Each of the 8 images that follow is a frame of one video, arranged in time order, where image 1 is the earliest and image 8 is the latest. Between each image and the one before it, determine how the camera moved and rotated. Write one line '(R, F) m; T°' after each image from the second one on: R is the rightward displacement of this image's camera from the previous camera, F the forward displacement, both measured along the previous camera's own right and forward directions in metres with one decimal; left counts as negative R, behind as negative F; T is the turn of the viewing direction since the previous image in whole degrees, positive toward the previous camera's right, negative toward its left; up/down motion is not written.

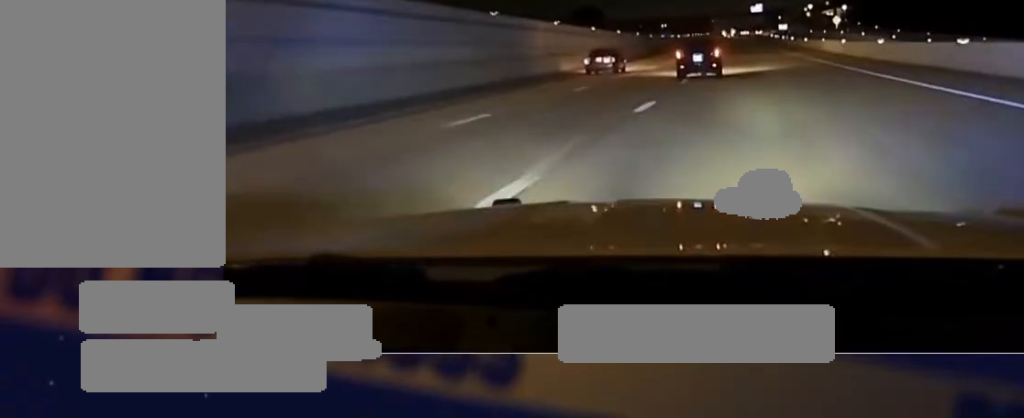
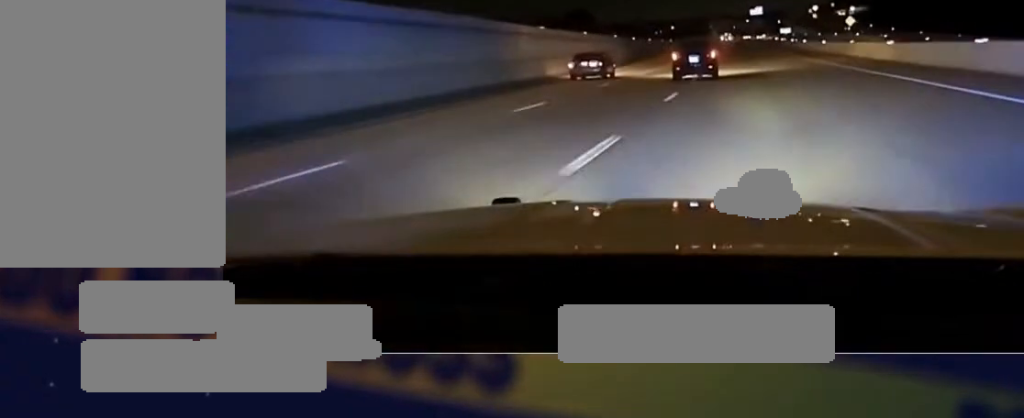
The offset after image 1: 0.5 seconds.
(+0.2, +21.8) m; 0°
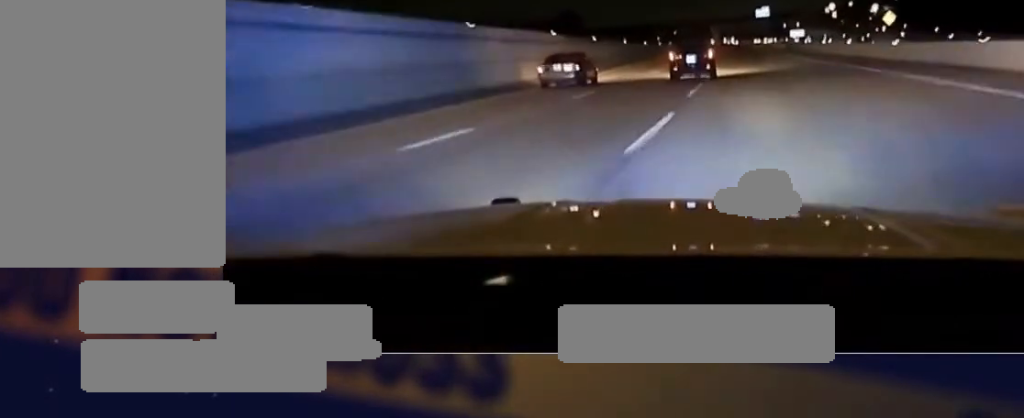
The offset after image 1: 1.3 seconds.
(0.0, +42.1) m; 0°
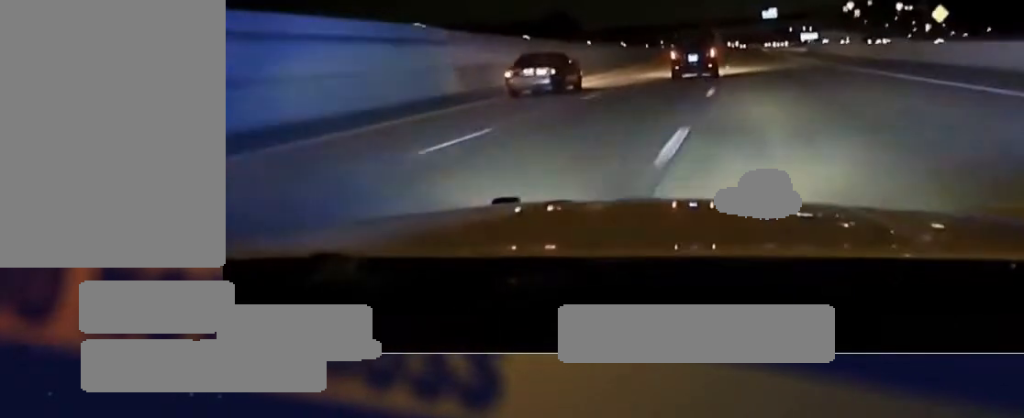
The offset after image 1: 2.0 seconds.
(-0.3, +32.4) m; 0°
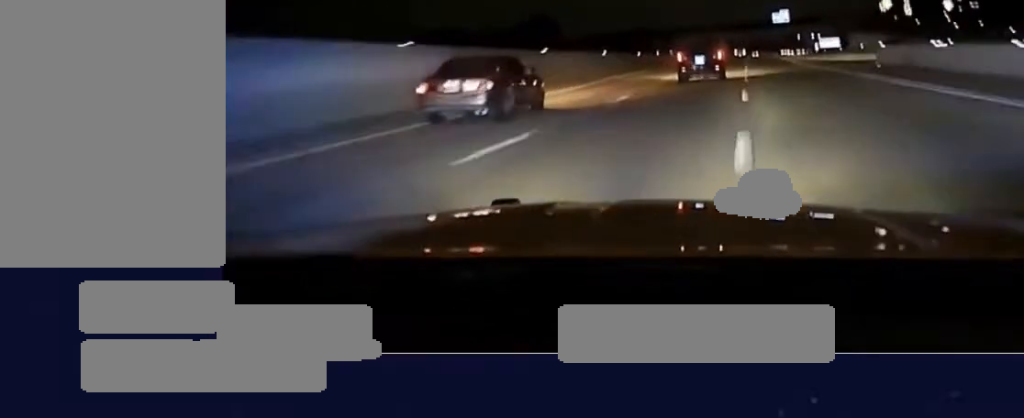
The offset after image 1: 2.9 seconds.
(+0.4, +41.0) m; 0°
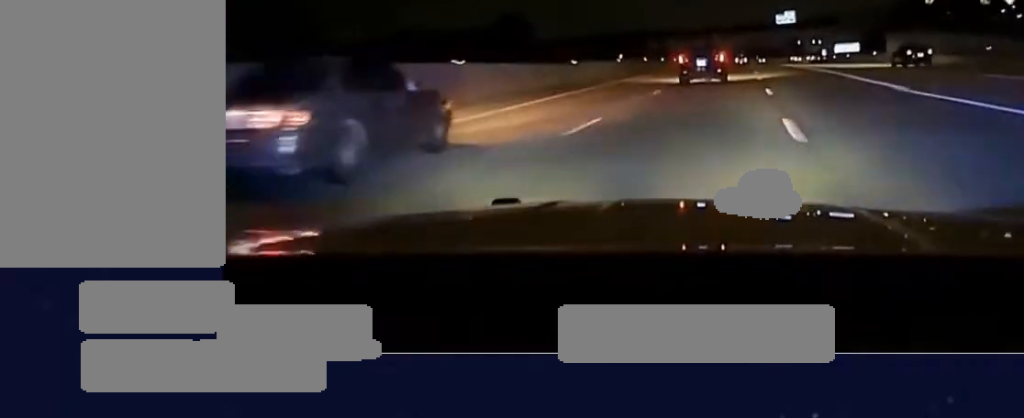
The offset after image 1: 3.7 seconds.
(-0.5, +33.1) m; 0°
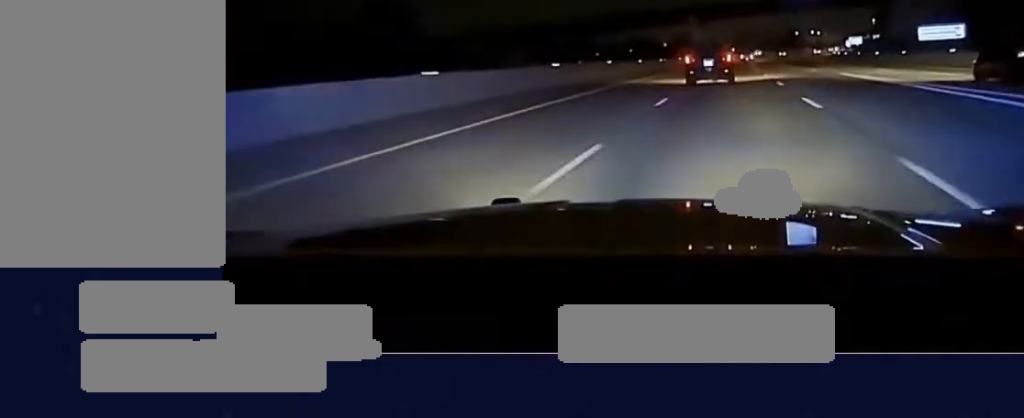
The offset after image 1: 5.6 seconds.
(+0.7, +58.5) m; +1°
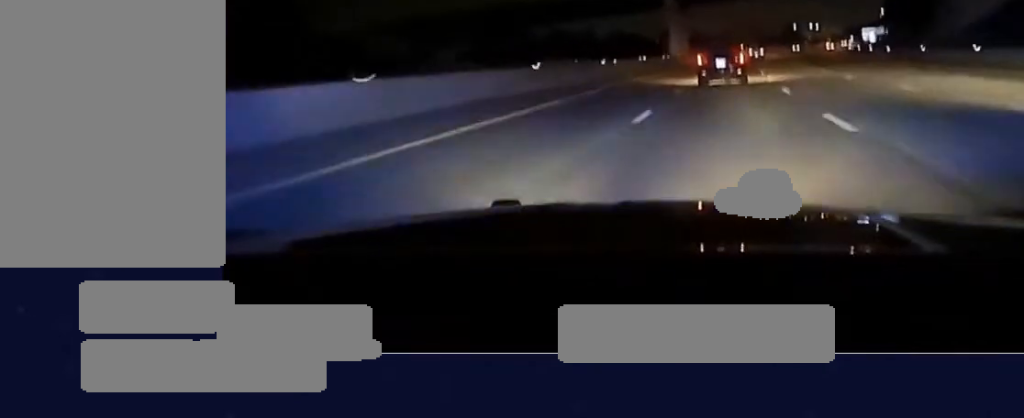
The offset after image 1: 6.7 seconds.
(-0.1, +34.4) m; +1°
